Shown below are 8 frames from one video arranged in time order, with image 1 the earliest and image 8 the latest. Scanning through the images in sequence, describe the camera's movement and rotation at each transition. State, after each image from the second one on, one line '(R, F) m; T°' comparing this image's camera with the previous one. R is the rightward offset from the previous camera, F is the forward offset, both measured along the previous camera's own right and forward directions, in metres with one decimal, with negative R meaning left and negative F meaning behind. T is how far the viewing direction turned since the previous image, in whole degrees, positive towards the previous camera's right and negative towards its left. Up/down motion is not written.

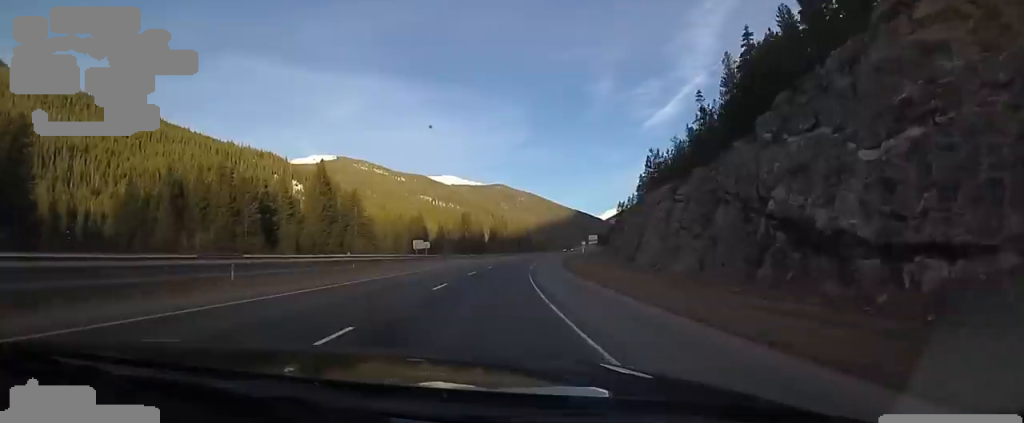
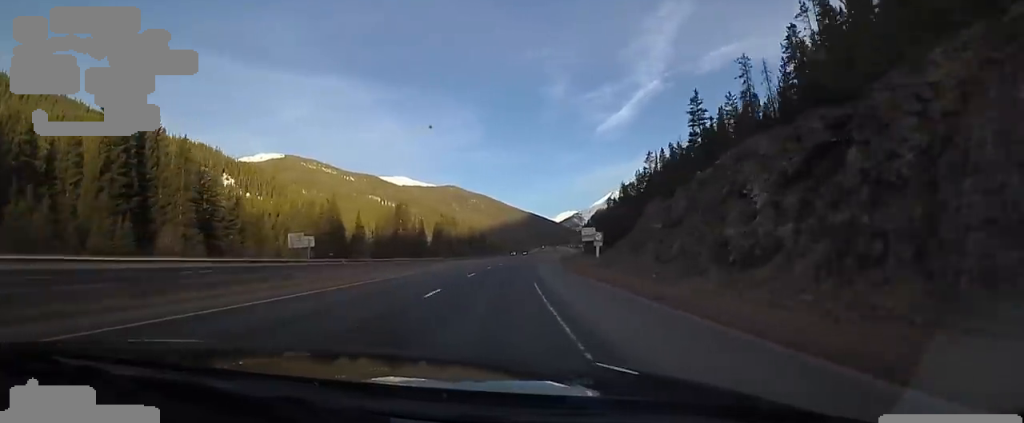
(+2.2, +50.5) m; +5°
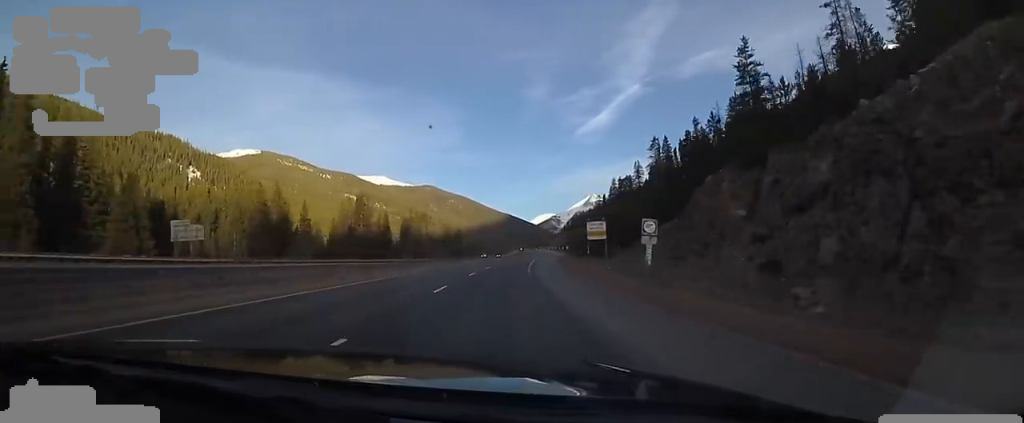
(+0.6, +22.7) m; +3°
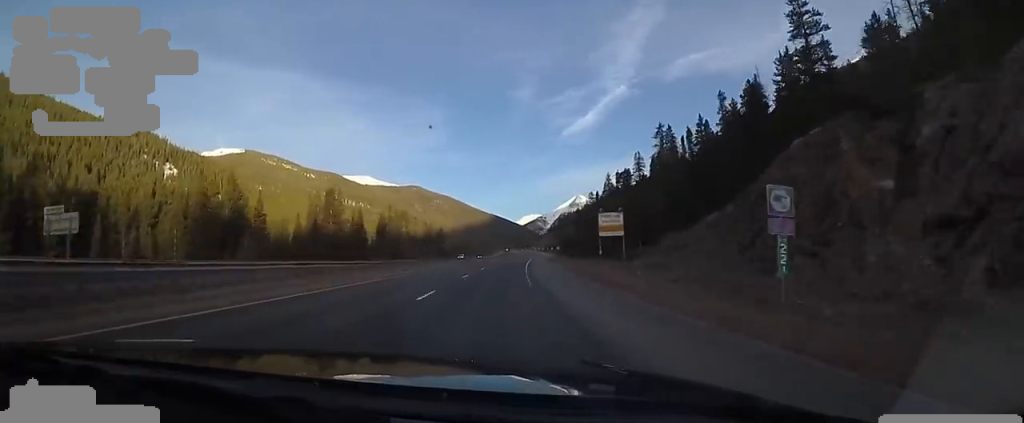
(0.0, +14.4) m; +3°
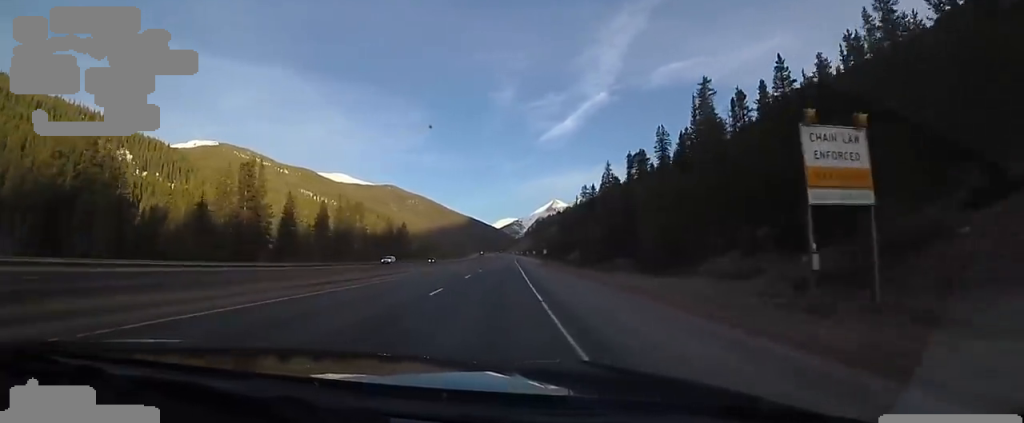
(+1.8, +35.0) m; +4°
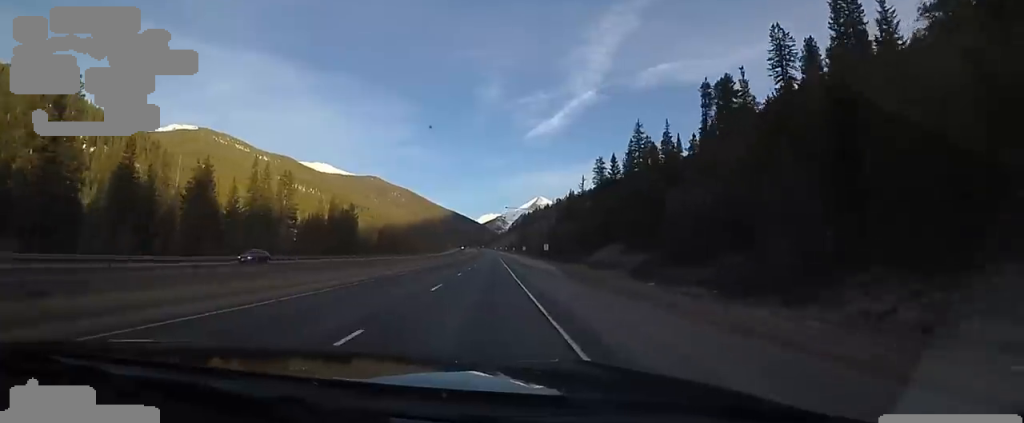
(+1.7, +46.4) m; +2°
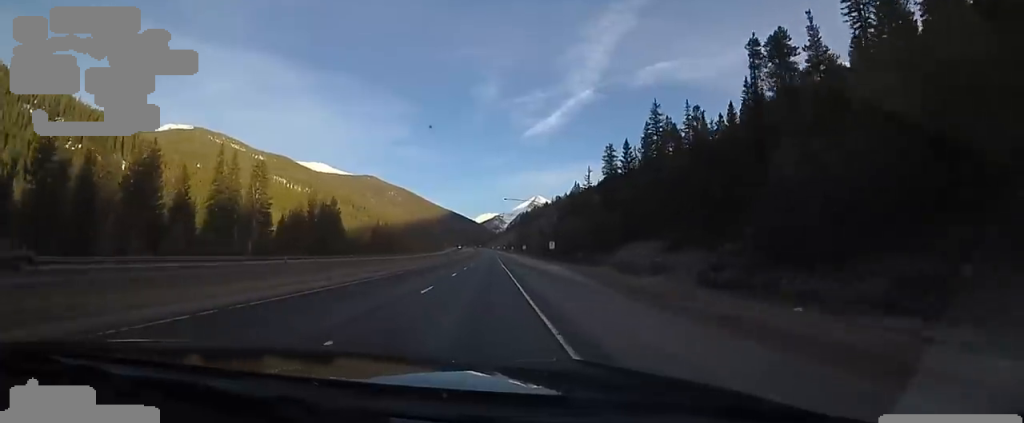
(+0.5, +13.5) m; 0°
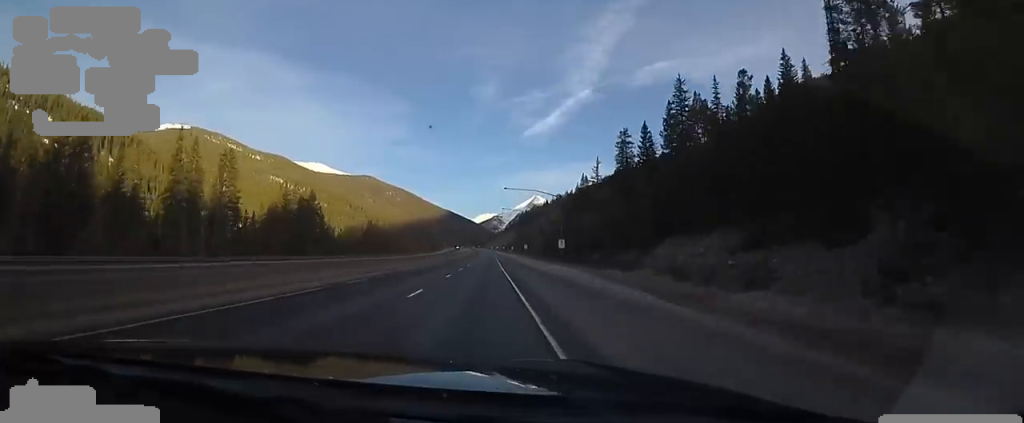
(-0.6, +13.6) m; 0°
